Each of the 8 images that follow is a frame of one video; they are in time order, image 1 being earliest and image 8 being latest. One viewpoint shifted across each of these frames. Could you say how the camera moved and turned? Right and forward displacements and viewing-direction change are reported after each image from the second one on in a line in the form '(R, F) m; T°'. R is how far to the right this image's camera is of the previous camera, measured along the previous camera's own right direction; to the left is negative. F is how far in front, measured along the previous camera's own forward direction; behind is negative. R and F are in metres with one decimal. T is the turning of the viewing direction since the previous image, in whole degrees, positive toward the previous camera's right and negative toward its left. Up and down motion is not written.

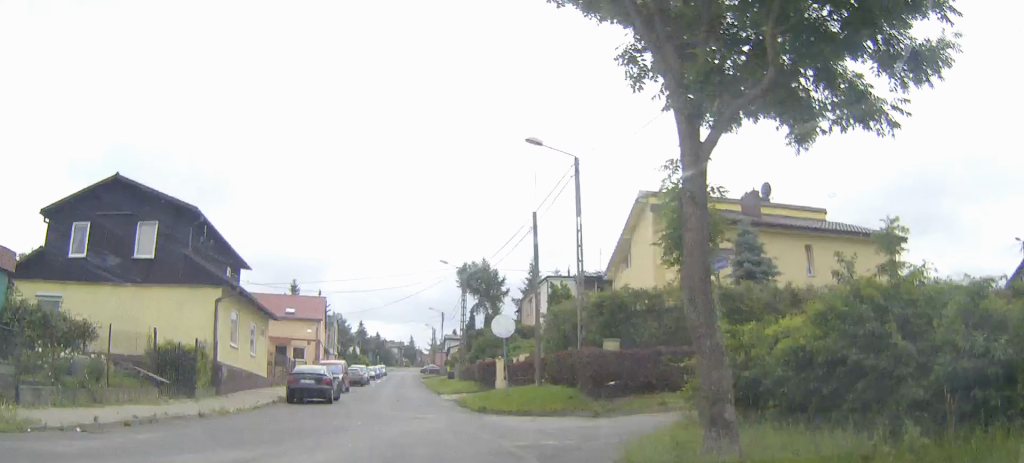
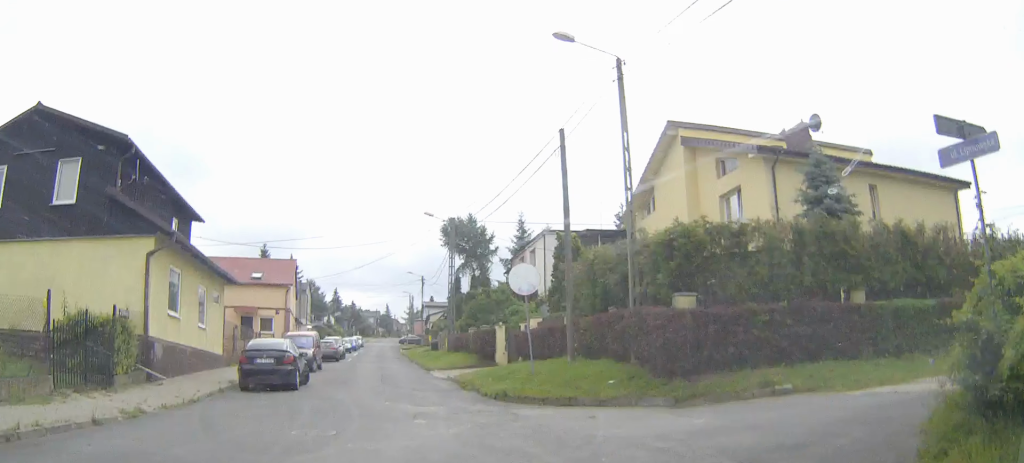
(+0.2, +6.3) m; +3°
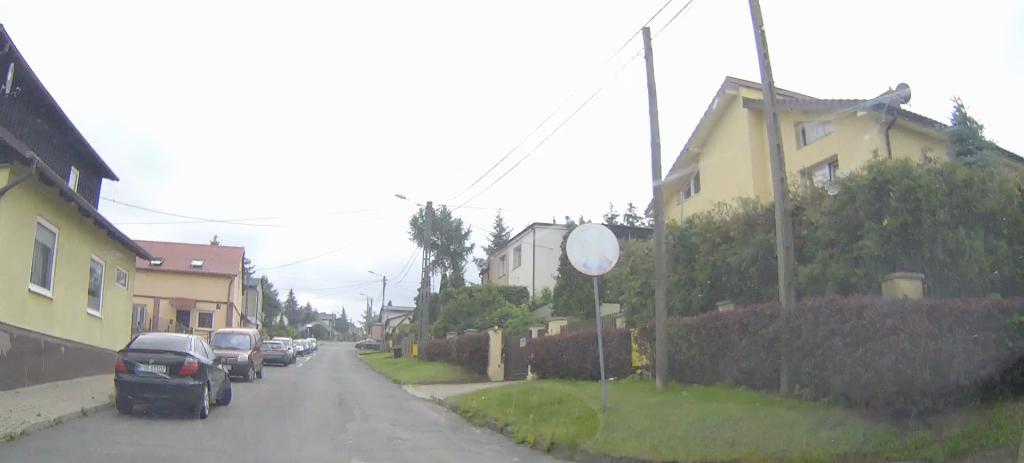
(+0.5, +7.8) m; +11°
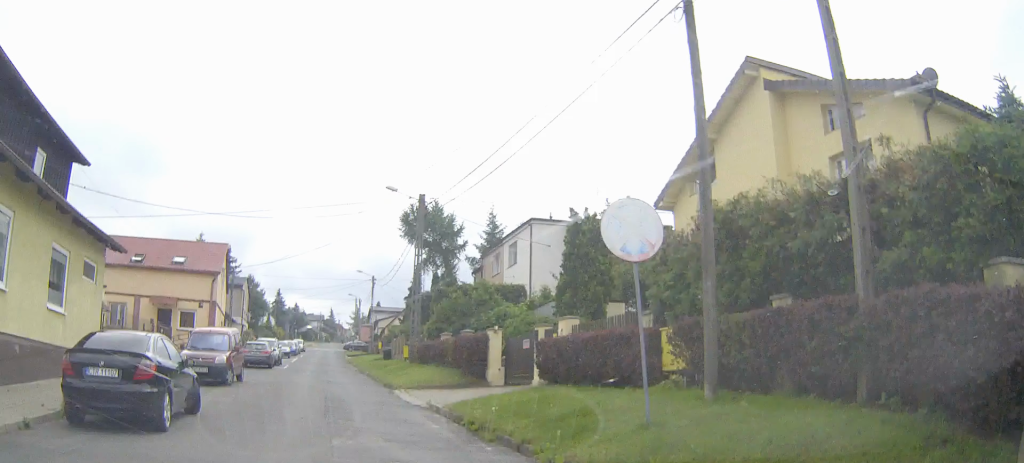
(+0.2, +2.0) m; 0°
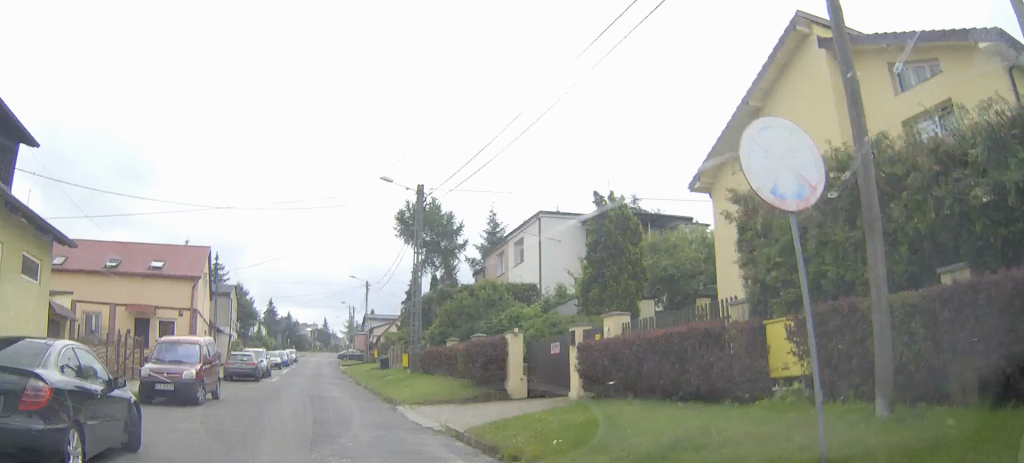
(+0.2, +3.4) m; -1°
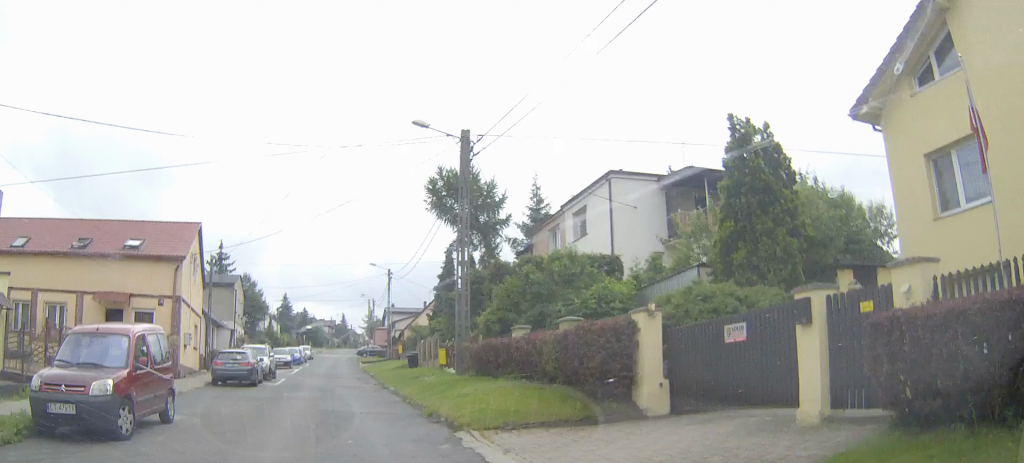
(-0.5, +7.7) m; -4°
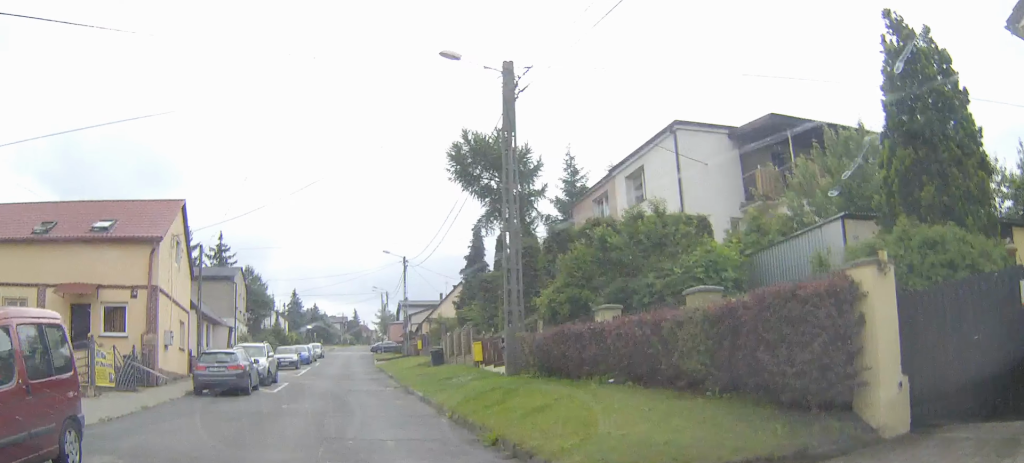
(-0.1, +5.6) m; -1°
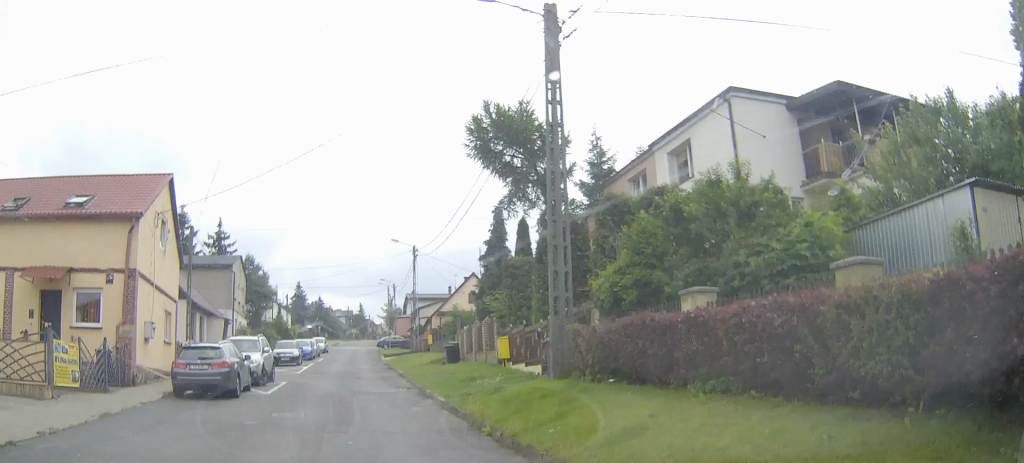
(0.0, +3.4) m; -1°
